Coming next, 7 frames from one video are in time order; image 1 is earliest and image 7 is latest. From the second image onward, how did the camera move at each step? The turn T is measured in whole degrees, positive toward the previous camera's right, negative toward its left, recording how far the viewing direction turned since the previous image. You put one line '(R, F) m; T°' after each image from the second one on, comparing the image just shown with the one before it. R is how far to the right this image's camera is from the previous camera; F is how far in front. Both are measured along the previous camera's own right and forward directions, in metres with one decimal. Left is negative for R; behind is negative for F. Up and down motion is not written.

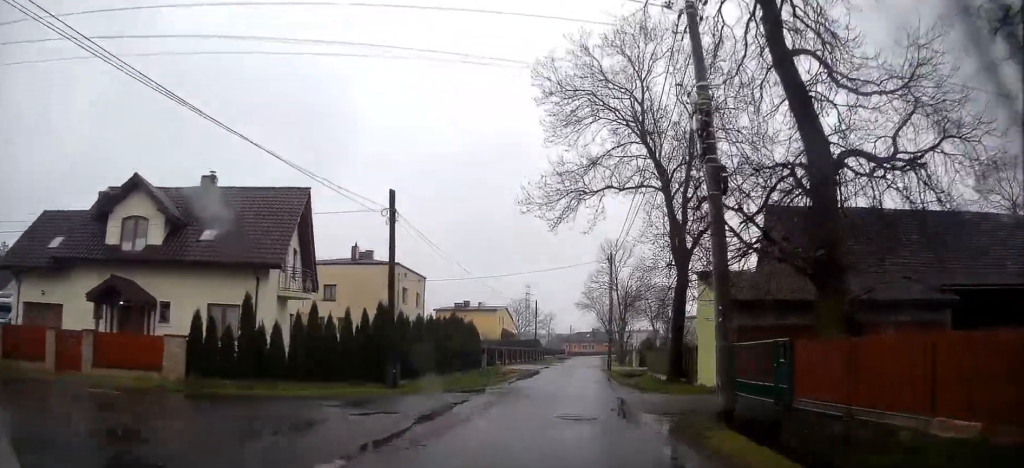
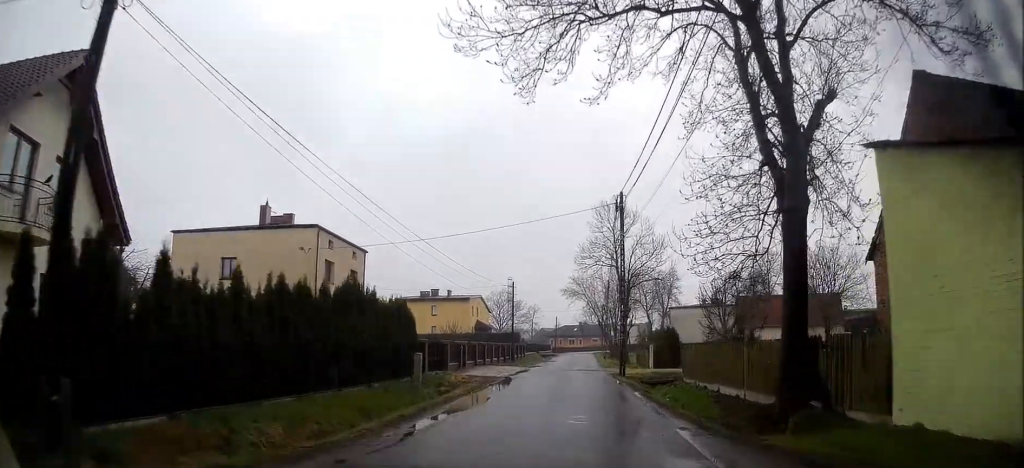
(+0.4, +16.0) m; +2°
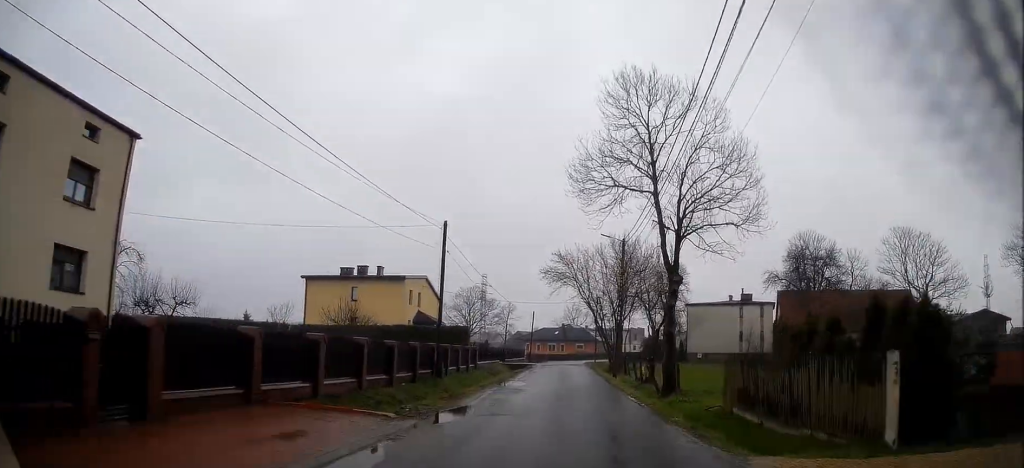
(+0.5, +28.0) m; +1°
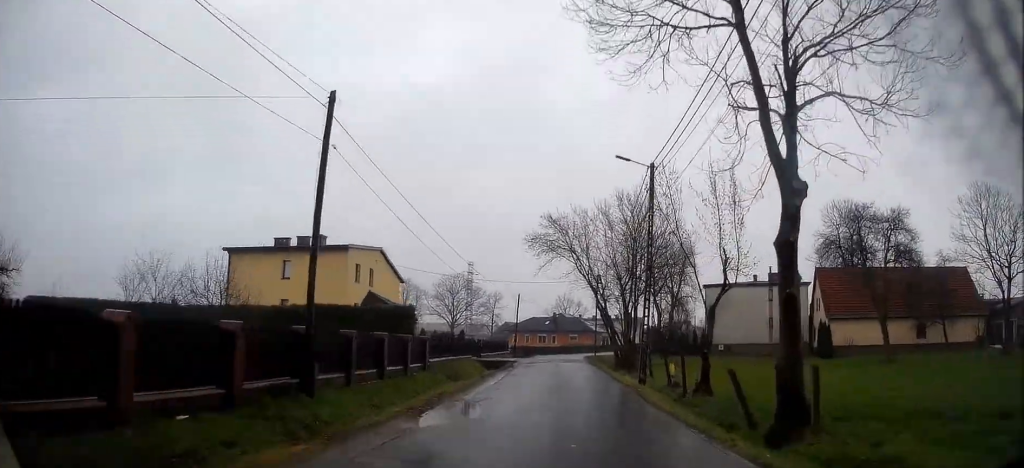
(0.0, +13.5) m; +1°
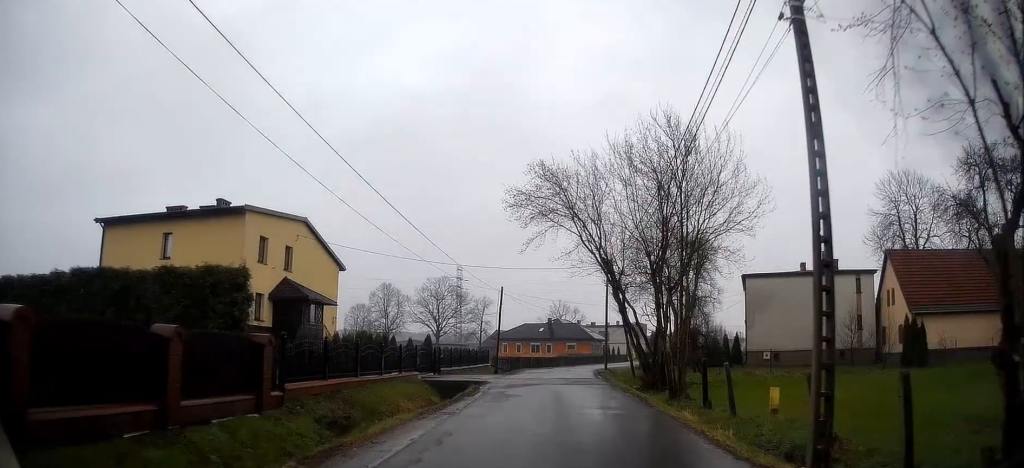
(+0.1, +15.4) m; +2°
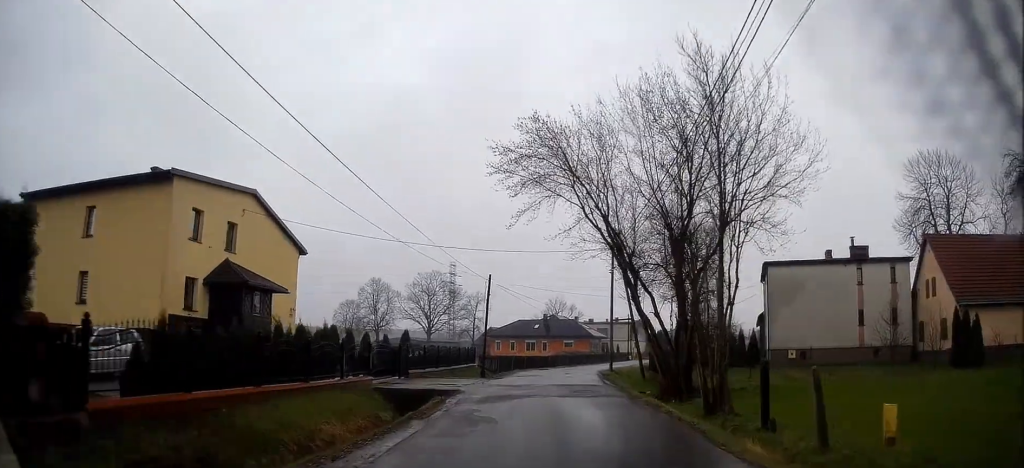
(+0.1, +6.4) m; 0°
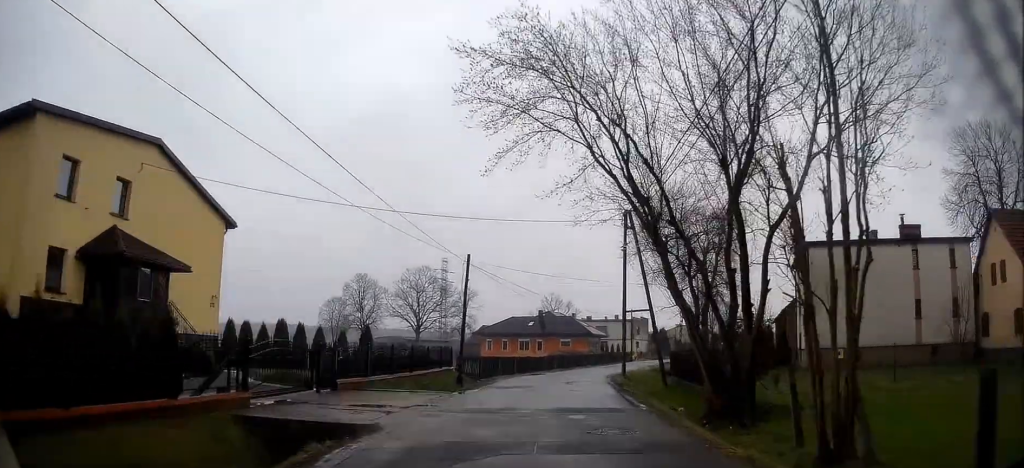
(+0.1, +8.4) m; 0°
